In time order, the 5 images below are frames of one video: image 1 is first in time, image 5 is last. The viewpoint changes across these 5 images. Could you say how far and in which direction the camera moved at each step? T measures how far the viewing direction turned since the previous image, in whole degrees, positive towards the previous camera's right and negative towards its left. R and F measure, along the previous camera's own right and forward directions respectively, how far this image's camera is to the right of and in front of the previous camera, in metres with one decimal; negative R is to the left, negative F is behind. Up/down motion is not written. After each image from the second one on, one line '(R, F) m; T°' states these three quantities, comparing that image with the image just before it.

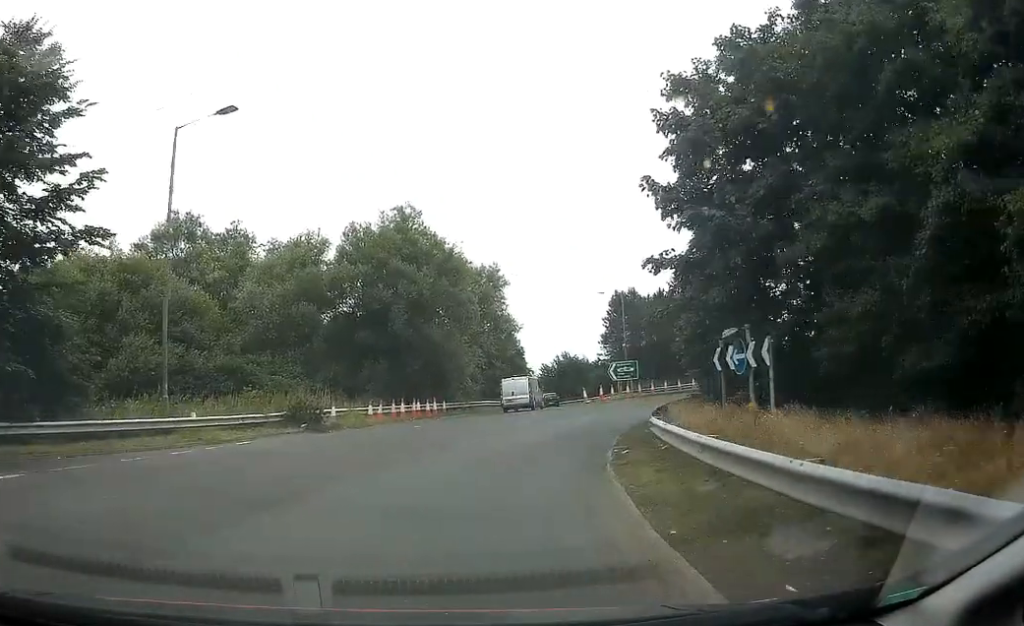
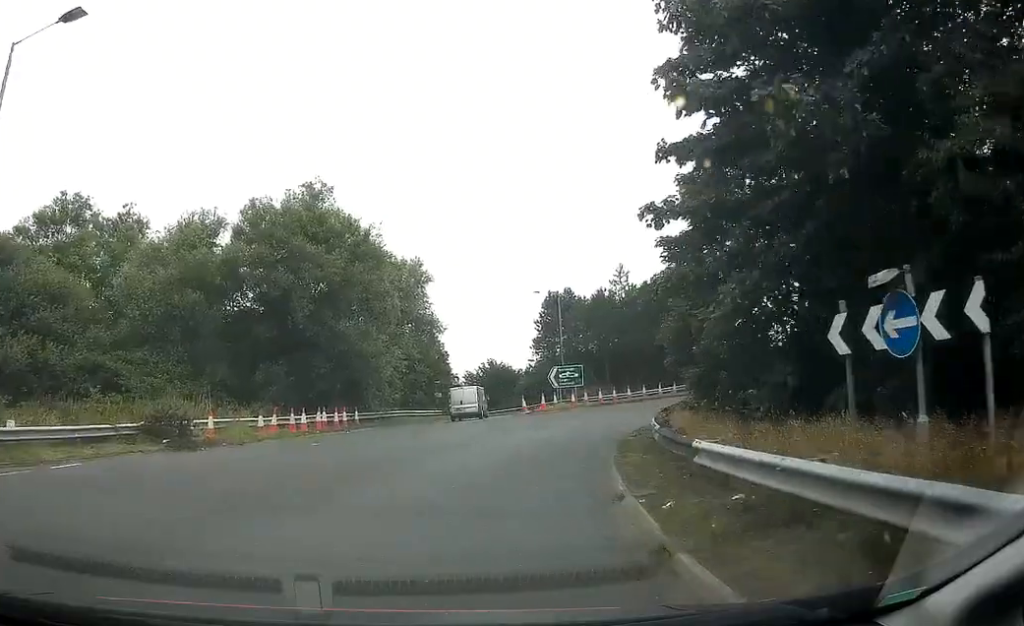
(+0.7, +6.4) m; +7°
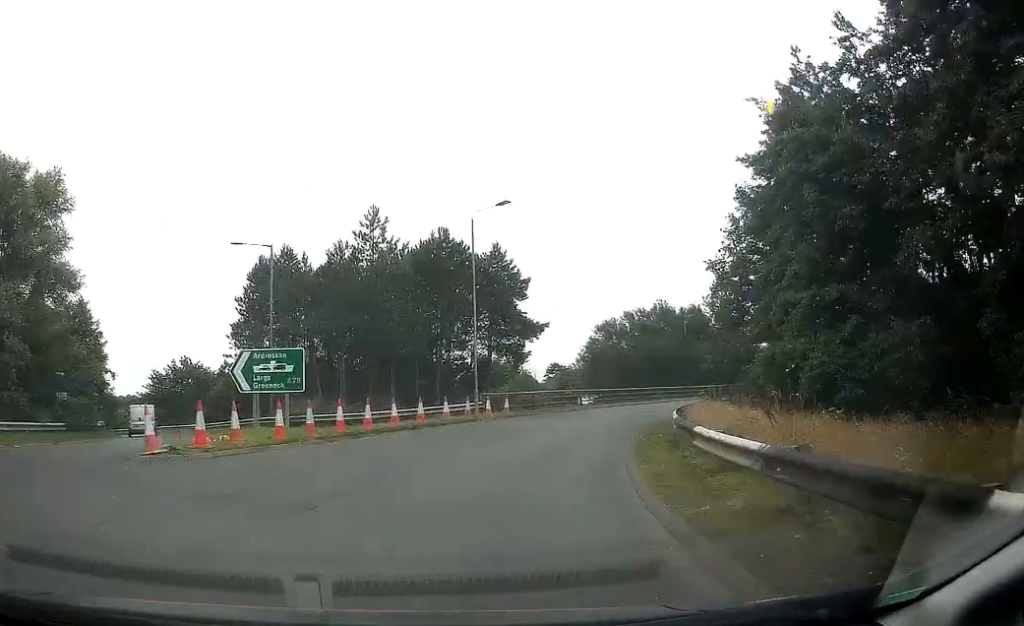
(+4.0, +22.2) m; +19°
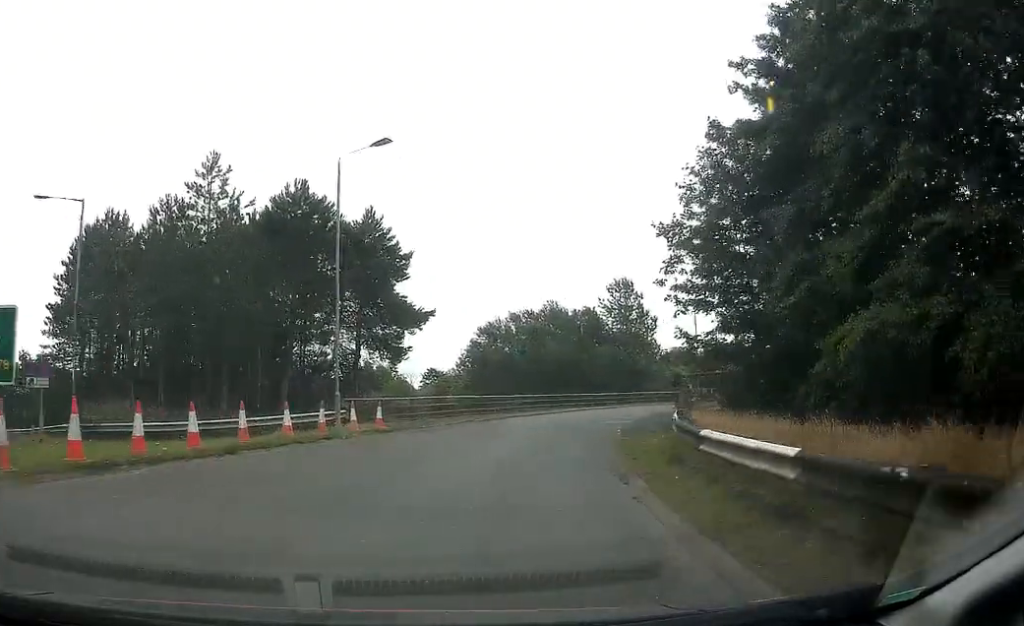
(+0.3, +10.2) m; +8°
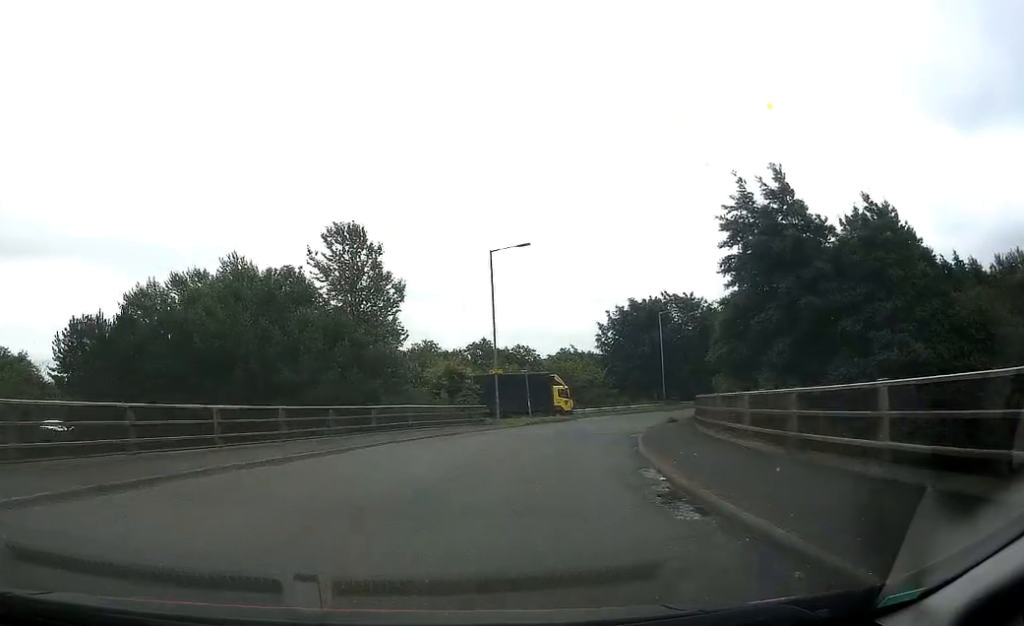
(+10.3, +39.3) m; +27°
